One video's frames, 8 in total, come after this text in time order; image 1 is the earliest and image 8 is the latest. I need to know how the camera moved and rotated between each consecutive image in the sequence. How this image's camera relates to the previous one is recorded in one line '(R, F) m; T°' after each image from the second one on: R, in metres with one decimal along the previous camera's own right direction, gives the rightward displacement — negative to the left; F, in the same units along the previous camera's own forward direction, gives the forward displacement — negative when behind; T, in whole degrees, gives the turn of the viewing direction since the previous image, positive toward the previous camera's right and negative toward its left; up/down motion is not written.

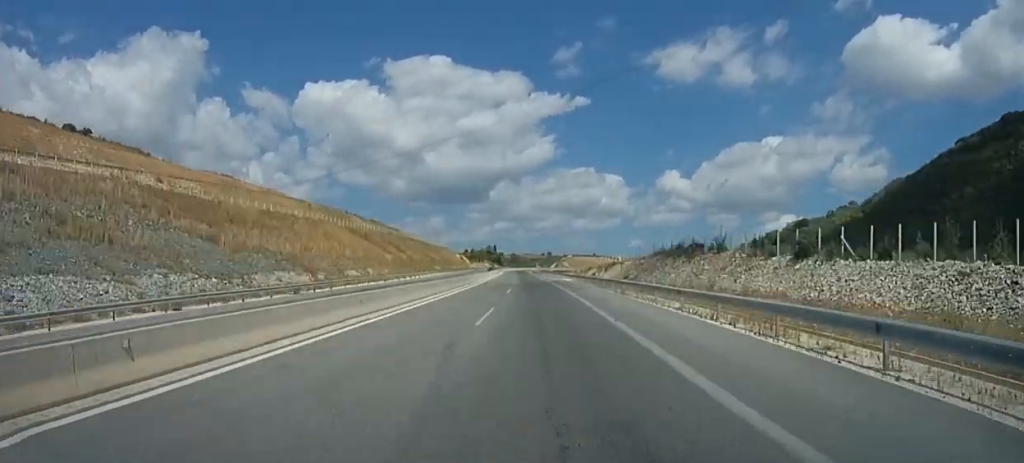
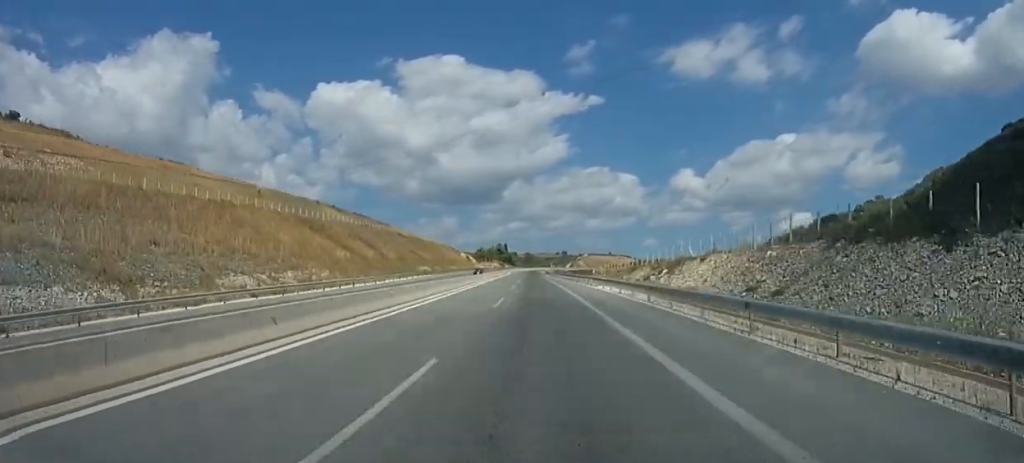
(-0.9, +30.1) m; -1°
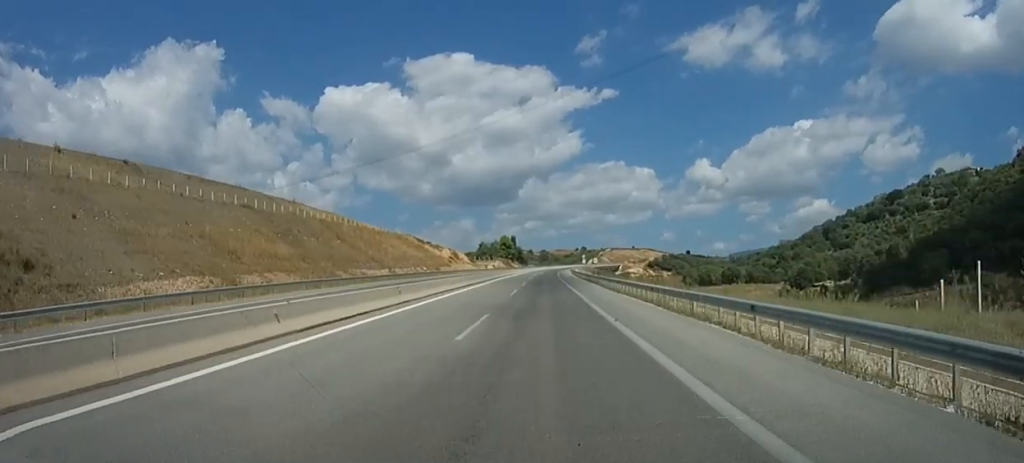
(-1.4, +84.1) m; -2°
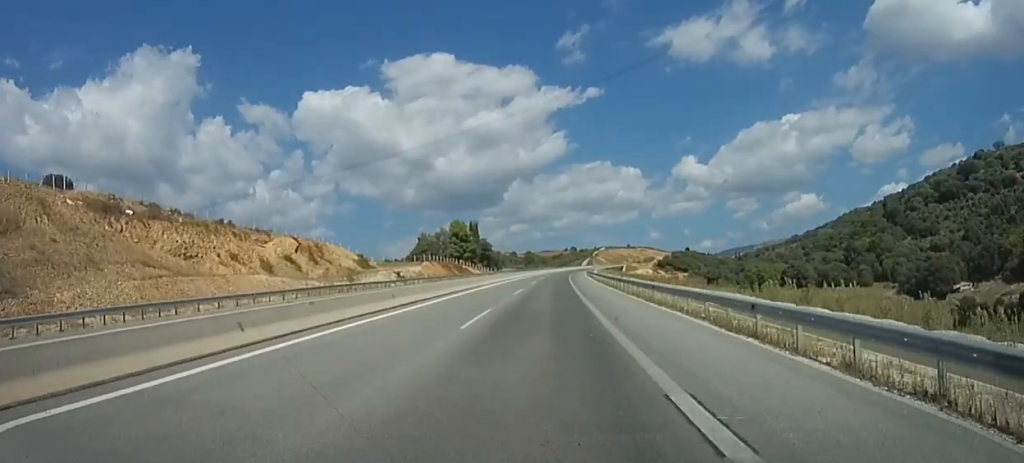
(+0.8, +108.2) m; +2°
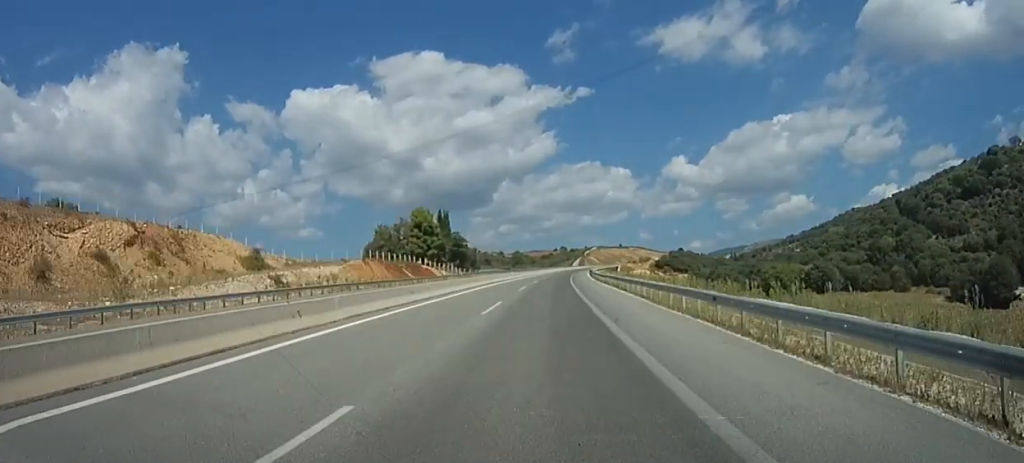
(0.0, +33.1) m; +1°
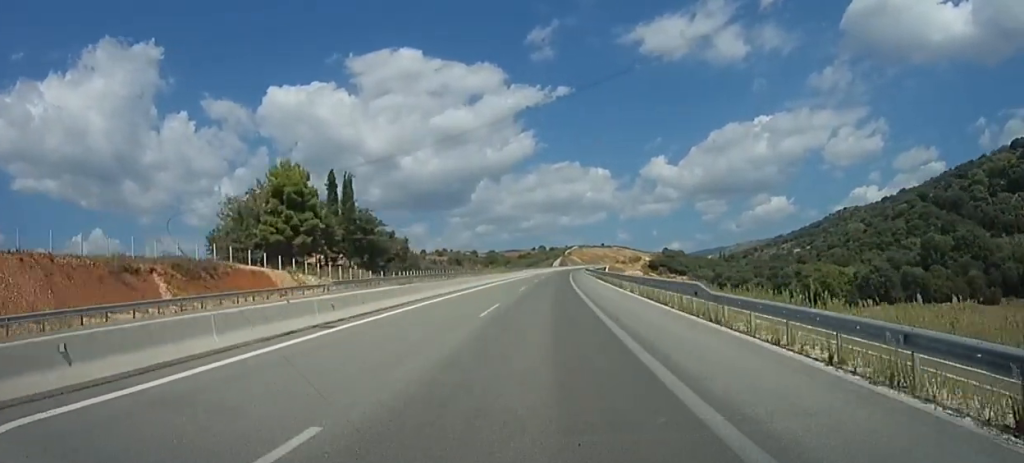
(+0.9, +56.4) m; +2°
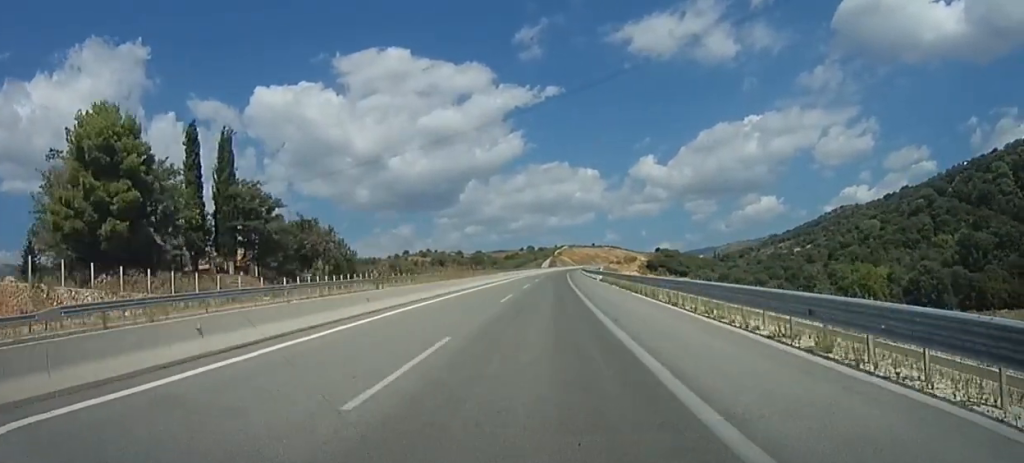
(+0.5, +30.4) m; +1°
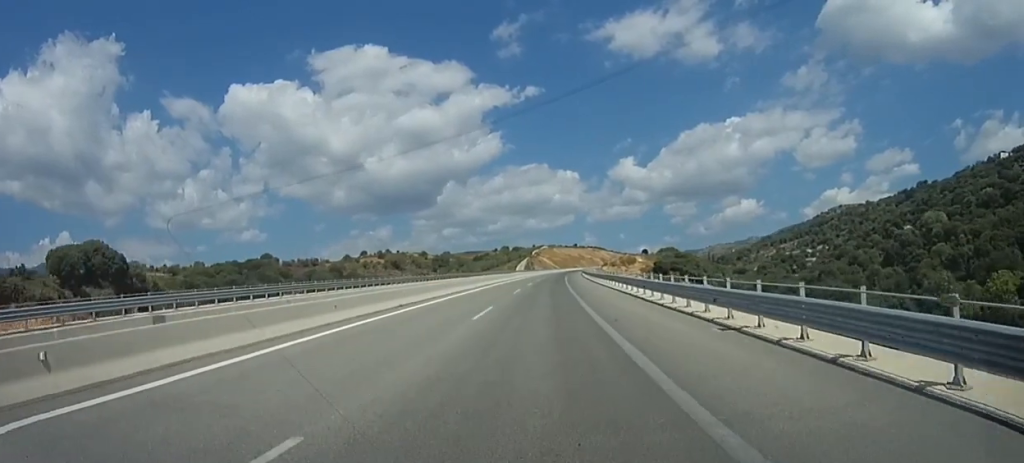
(+2.5, +81.5) m; +3°
